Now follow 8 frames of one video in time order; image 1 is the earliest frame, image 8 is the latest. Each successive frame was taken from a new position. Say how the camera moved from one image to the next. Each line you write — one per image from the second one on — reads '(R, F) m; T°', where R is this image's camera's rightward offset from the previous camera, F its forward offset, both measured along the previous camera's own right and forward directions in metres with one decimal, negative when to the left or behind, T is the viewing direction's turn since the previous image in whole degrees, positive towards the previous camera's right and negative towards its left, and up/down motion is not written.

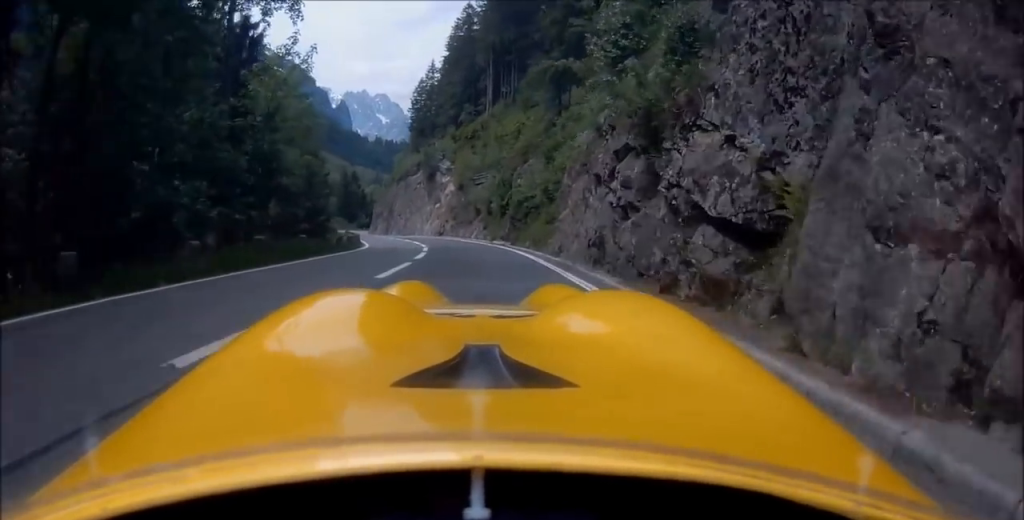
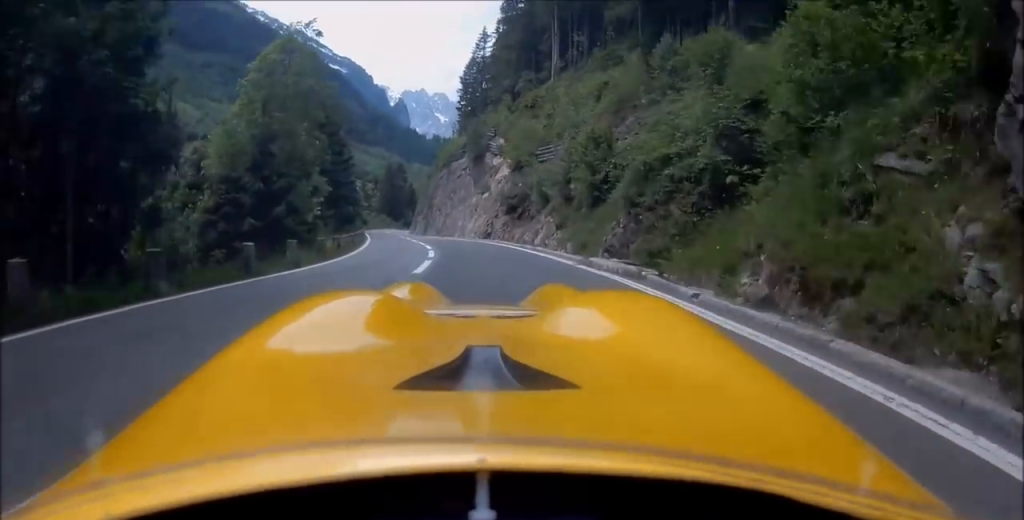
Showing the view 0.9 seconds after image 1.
(-2.8, +16.1) m; -10°
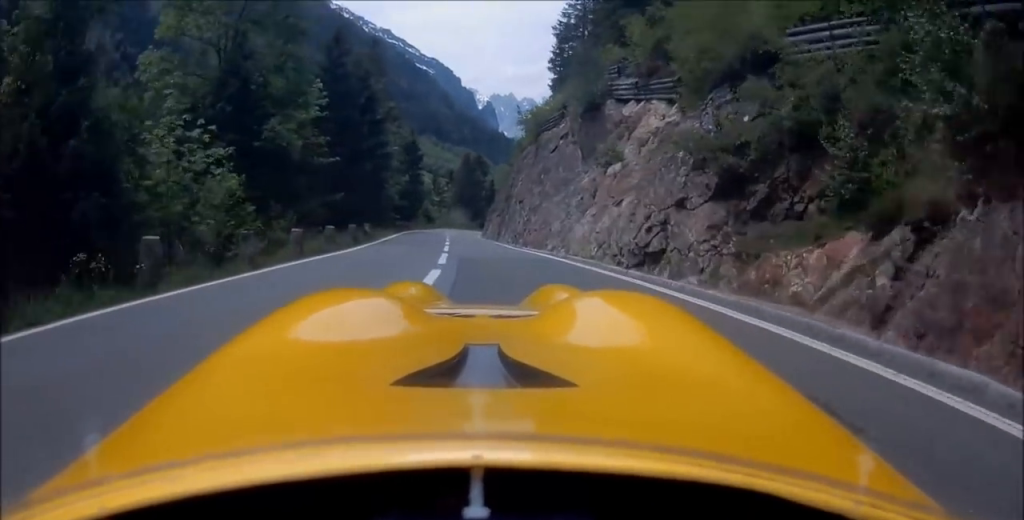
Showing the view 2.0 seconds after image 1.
(-0.9, +21.7) m; -2°
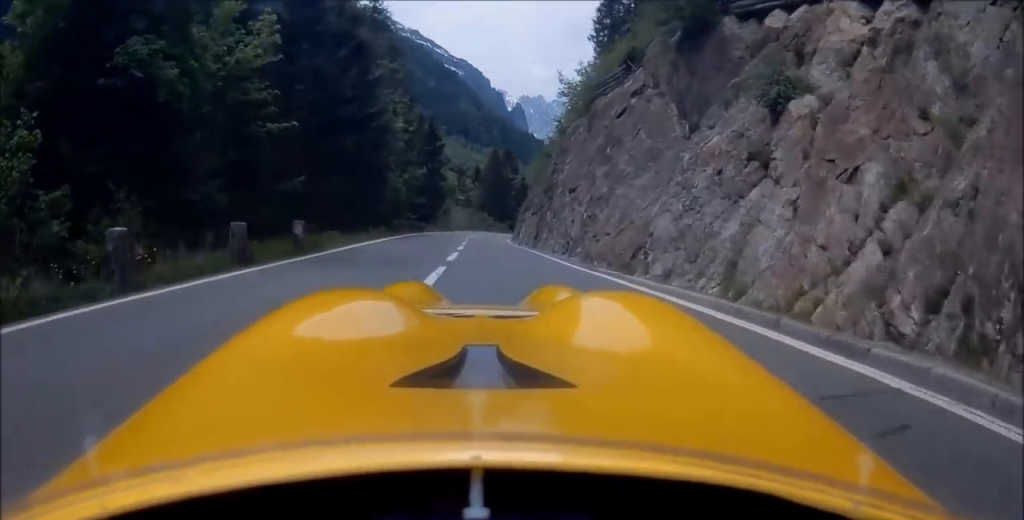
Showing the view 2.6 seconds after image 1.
(+0.1, +11.4) m; +1°
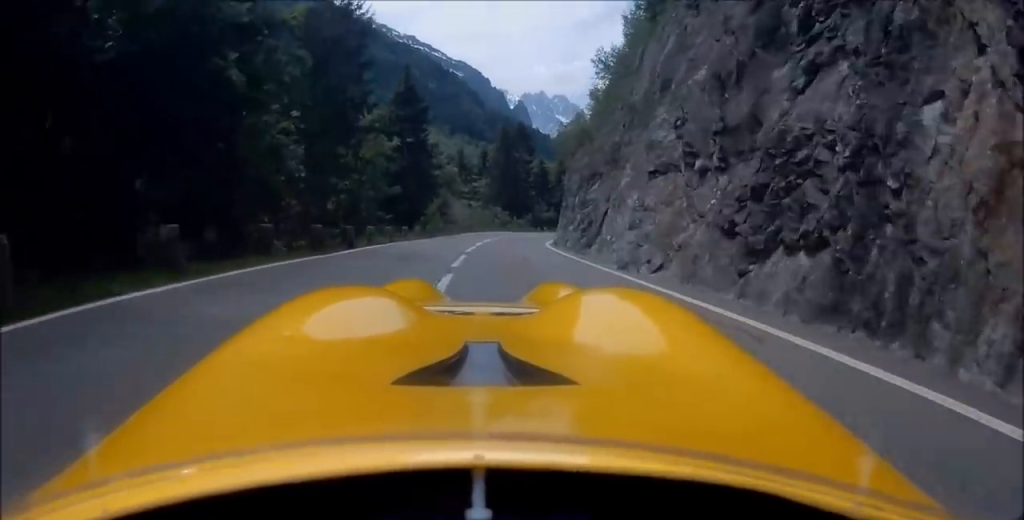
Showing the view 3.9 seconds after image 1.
(+0.6, +24.9) m; -1°
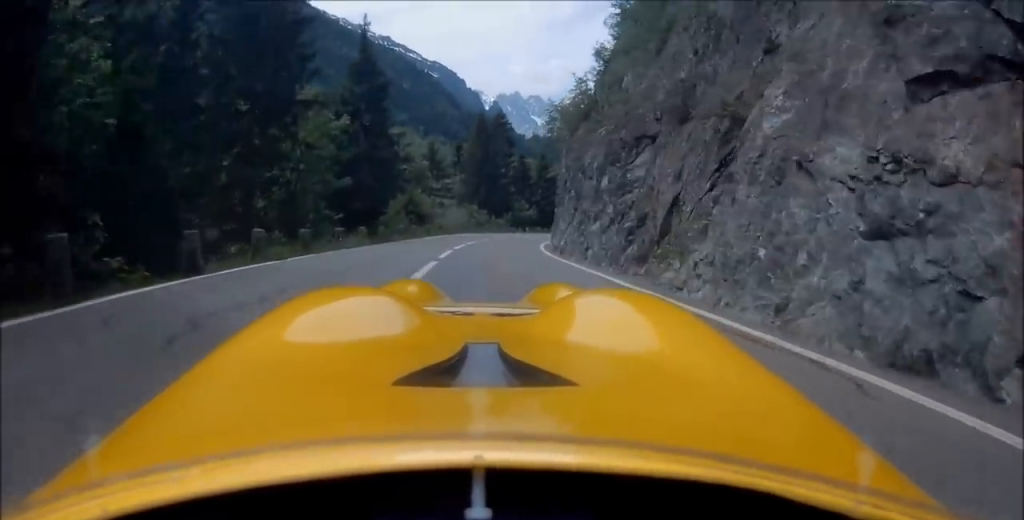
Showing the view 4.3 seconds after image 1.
(-0.2, +9.0) m; 0°
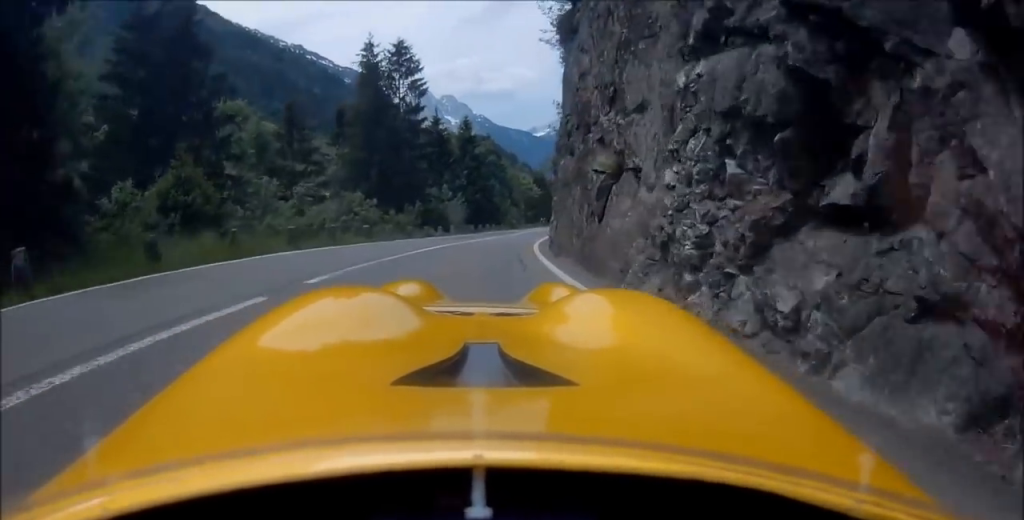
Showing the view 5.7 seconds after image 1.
(-0.3, +29.7) m; +2°
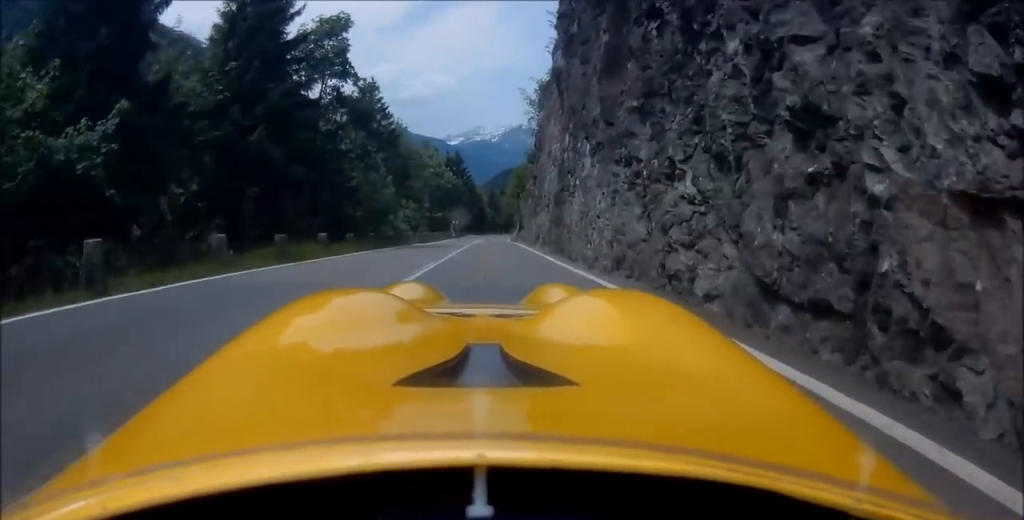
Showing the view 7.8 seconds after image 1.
(+2.8, +47.3) m; +7°
